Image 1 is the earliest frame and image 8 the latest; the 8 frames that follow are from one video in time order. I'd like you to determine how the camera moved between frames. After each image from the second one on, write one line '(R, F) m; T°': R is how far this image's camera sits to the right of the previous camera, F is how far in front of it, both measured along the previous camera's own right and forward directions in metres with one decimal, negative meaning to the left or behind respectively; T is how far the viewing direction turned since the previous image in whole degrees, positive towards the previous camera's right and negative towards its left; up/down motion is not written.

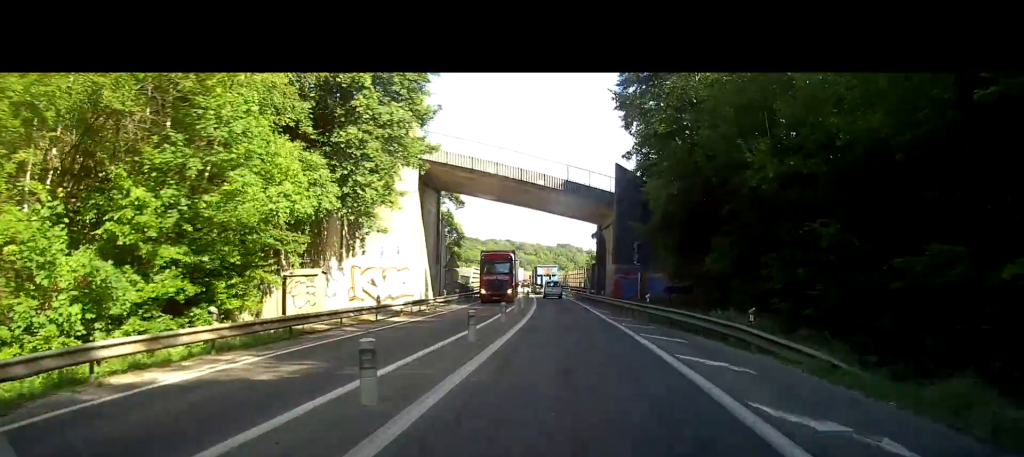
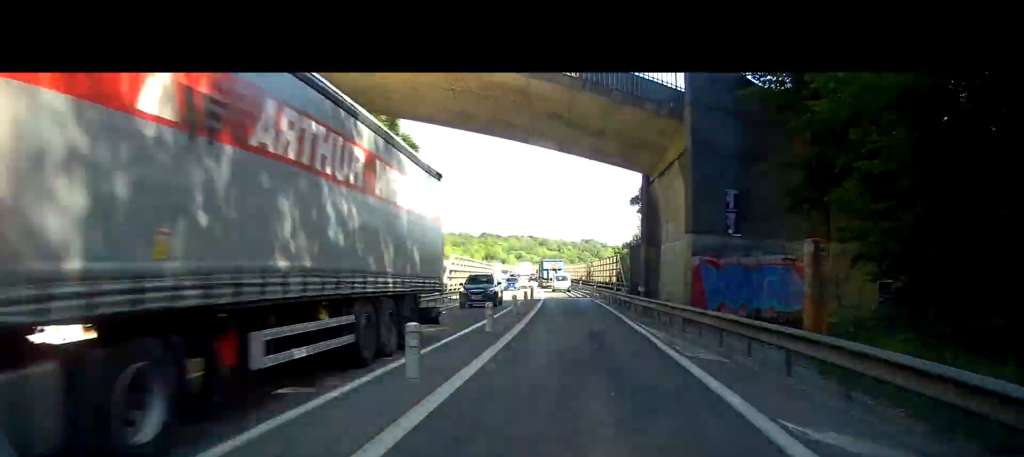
(-0.5, +22.3) m; -3°
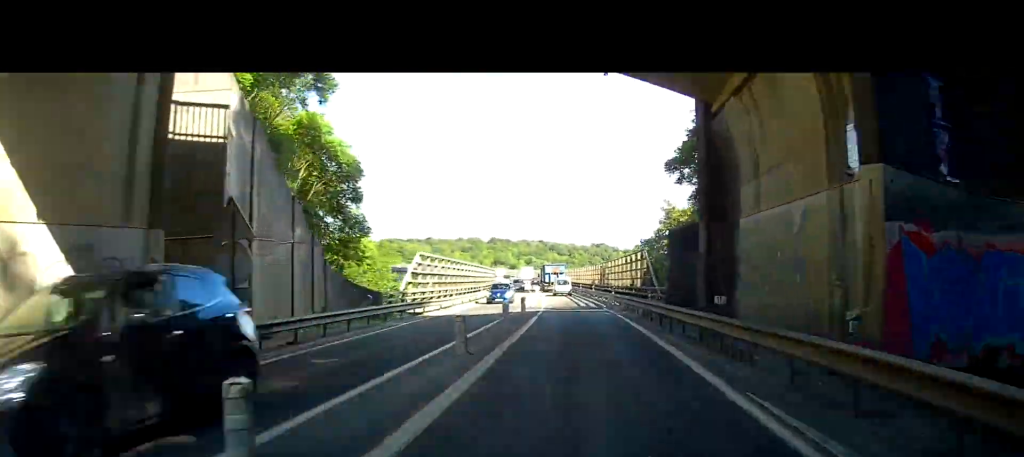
(-0.3, +12.9) m; -1°
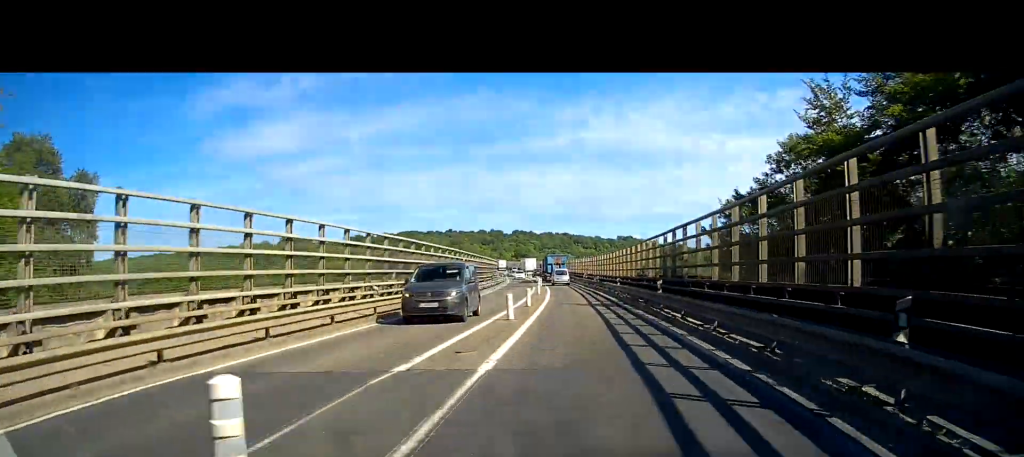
(-0.5, +33.4) m; -2°
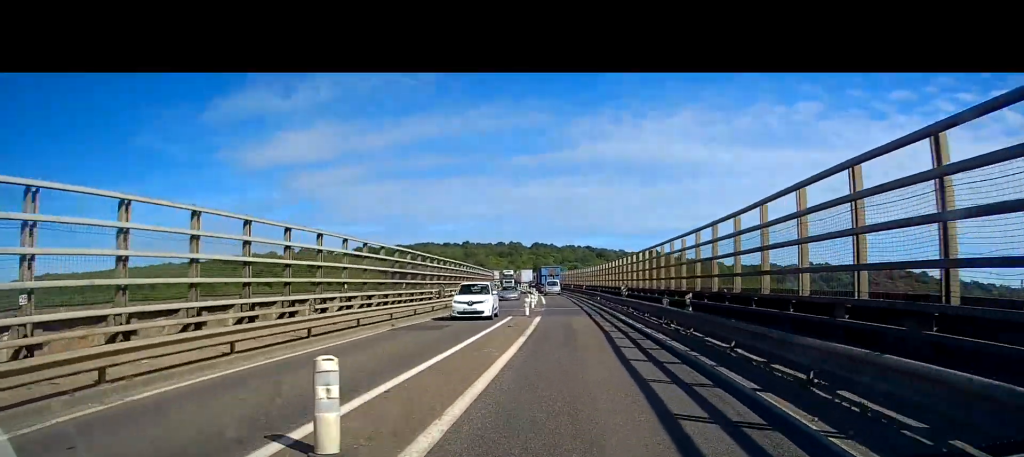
(-0.3, +38.6) m; -2°
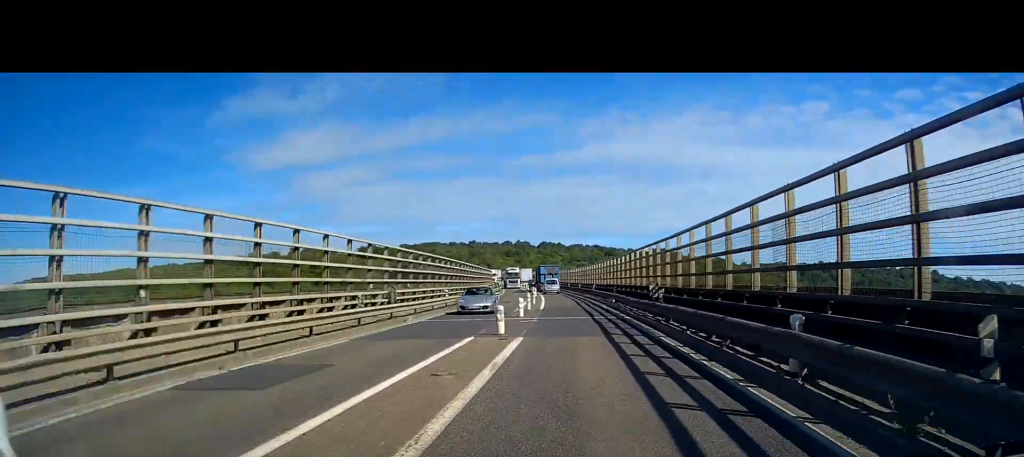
(-0.3, +11.9) m; -1°
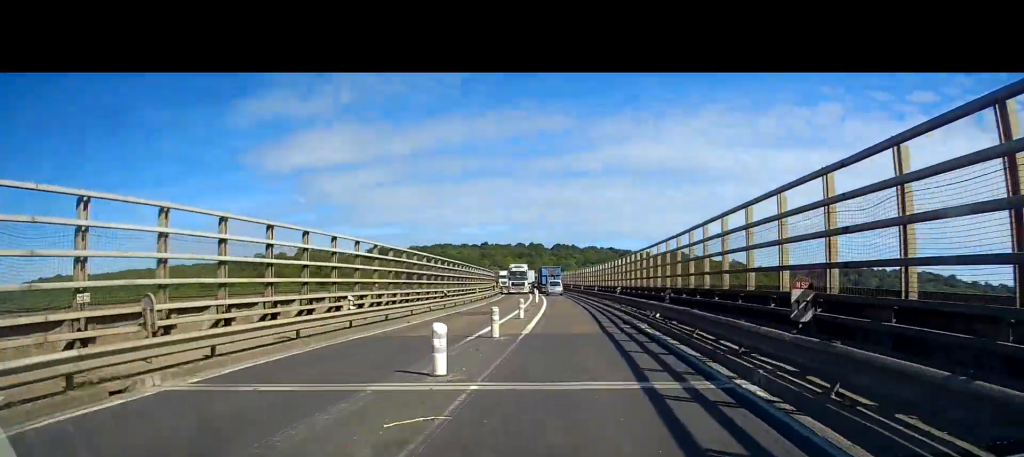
(-0.1, +17.0) m; -1°
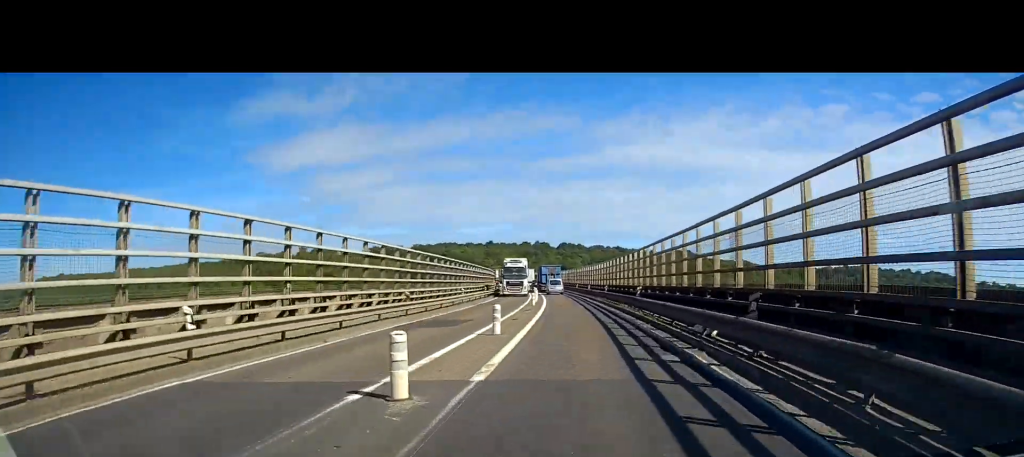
(0.0, +8.8) m; 0°
